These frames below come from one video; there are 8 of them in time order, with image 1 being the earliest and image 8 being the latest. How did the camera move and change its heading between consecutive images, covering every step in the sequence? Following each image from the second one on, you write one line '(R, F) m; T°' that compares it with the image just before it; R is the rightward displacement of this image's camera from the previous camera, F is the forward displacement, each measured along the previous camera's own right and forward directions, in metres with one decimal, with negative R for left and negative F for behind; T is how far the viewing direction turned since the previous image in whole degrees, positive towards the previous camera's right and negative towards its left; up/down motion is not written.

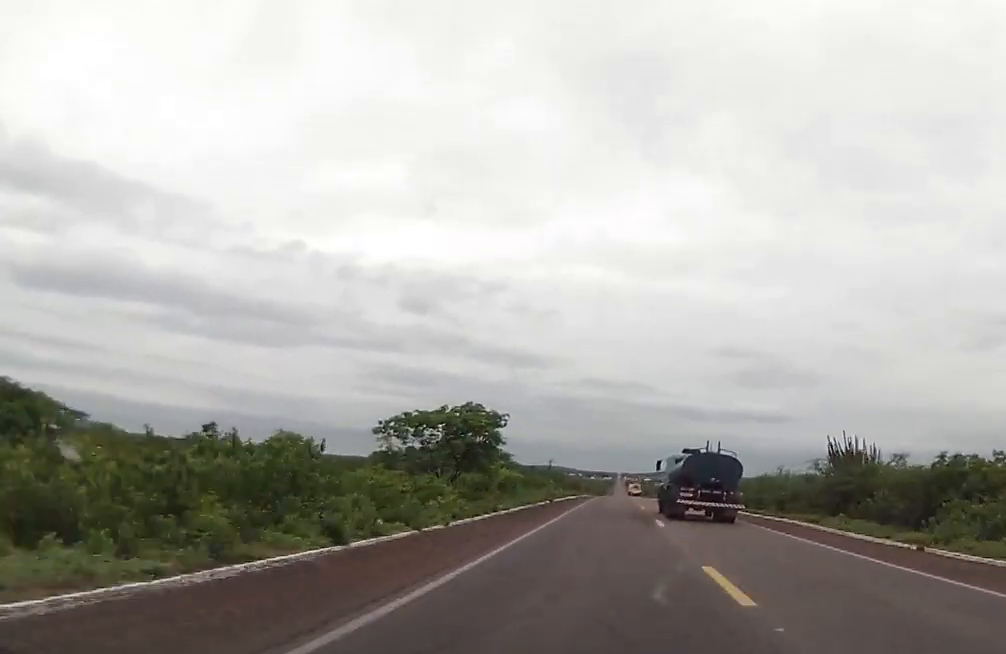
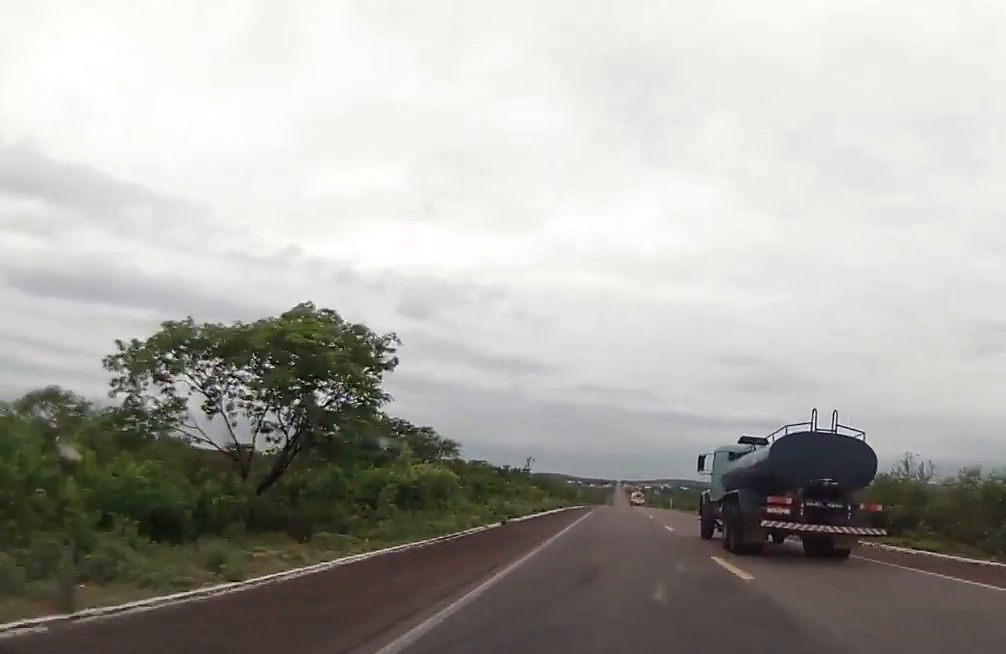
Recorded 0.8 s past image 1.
(+0.1, +28.8) m; 0°
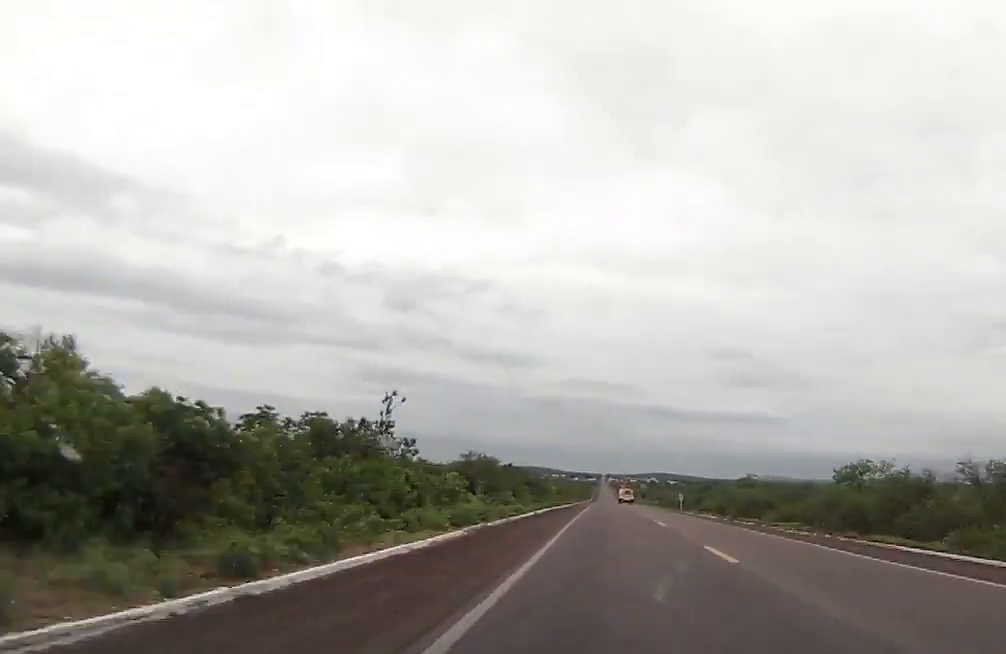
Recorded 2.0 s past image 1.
(+0.1, +44.9) m; 0°
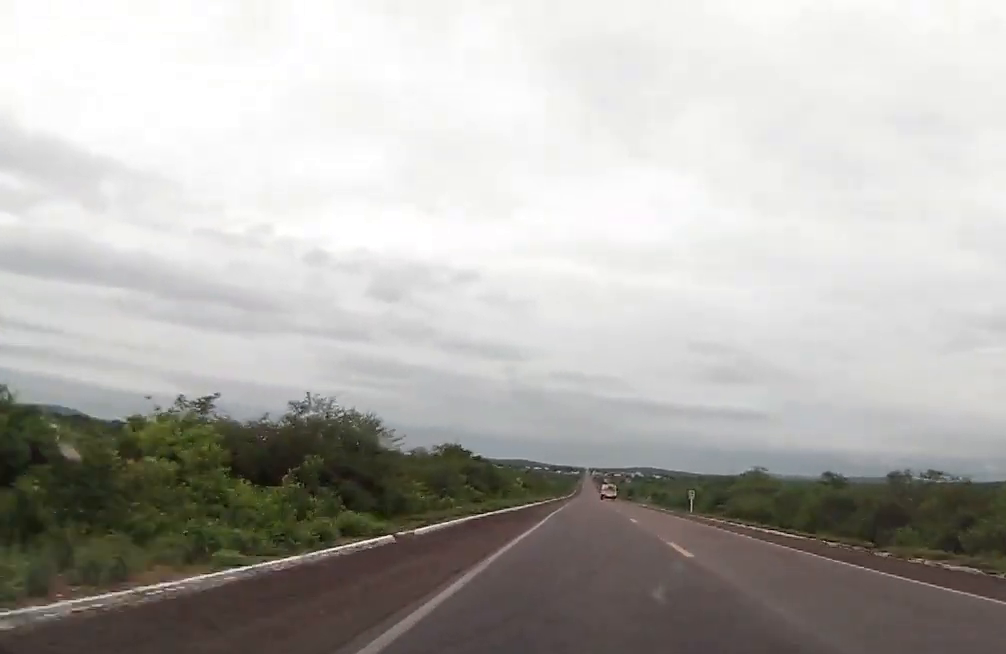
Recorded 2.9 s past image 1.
(-0.2, +30.6) m; 0°
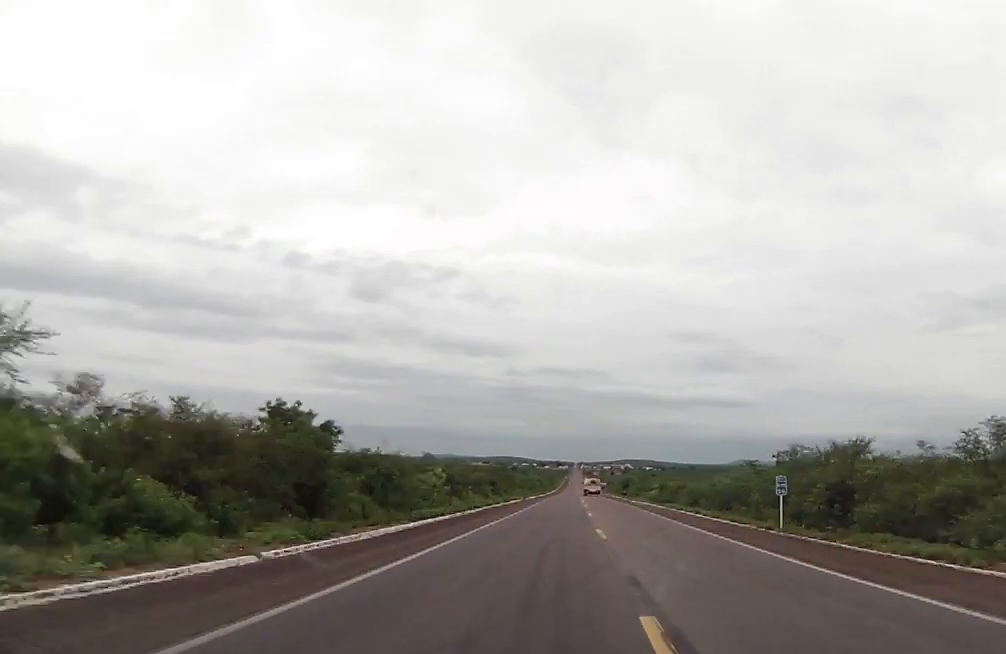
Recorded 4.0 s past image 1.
(+0.7, +43.4) m; +2°
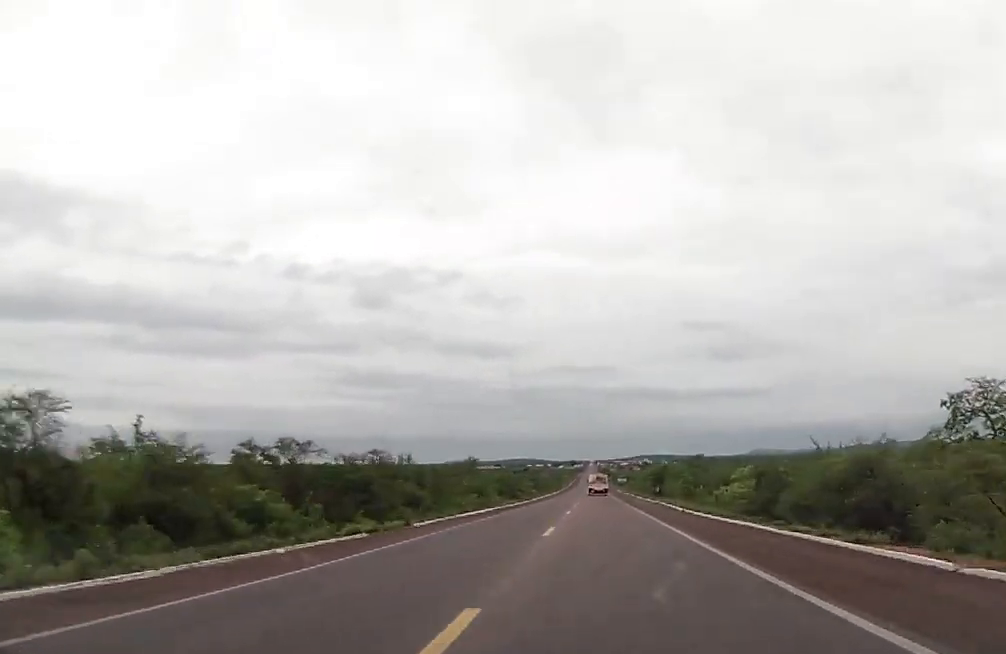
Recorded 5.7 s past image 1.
(+0.7, +63.1) m; 0°
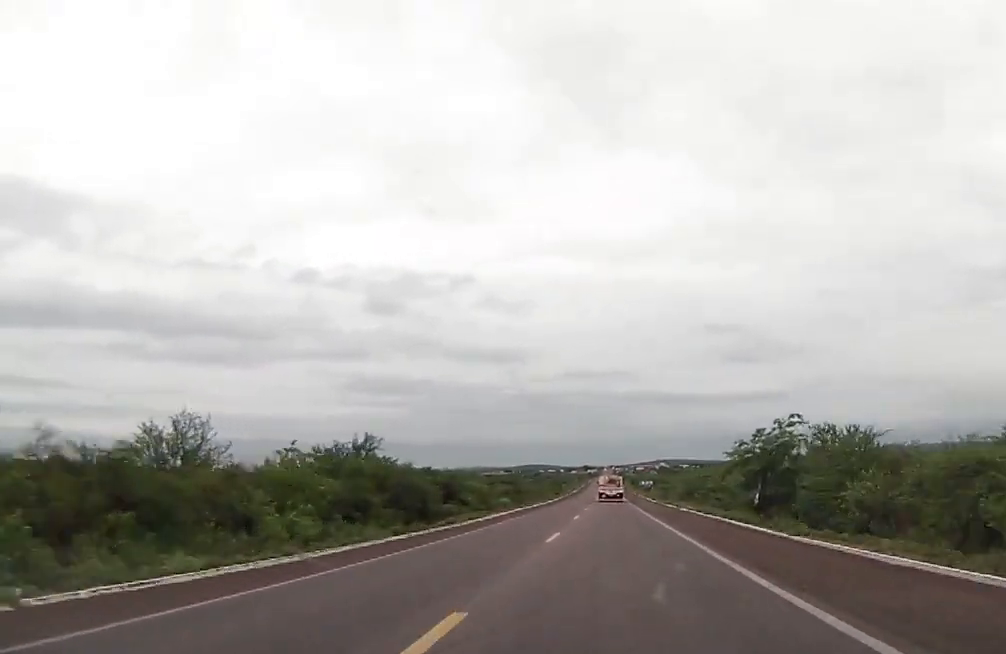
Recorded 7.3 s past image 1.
(-1.0, +63.1) m; -1°
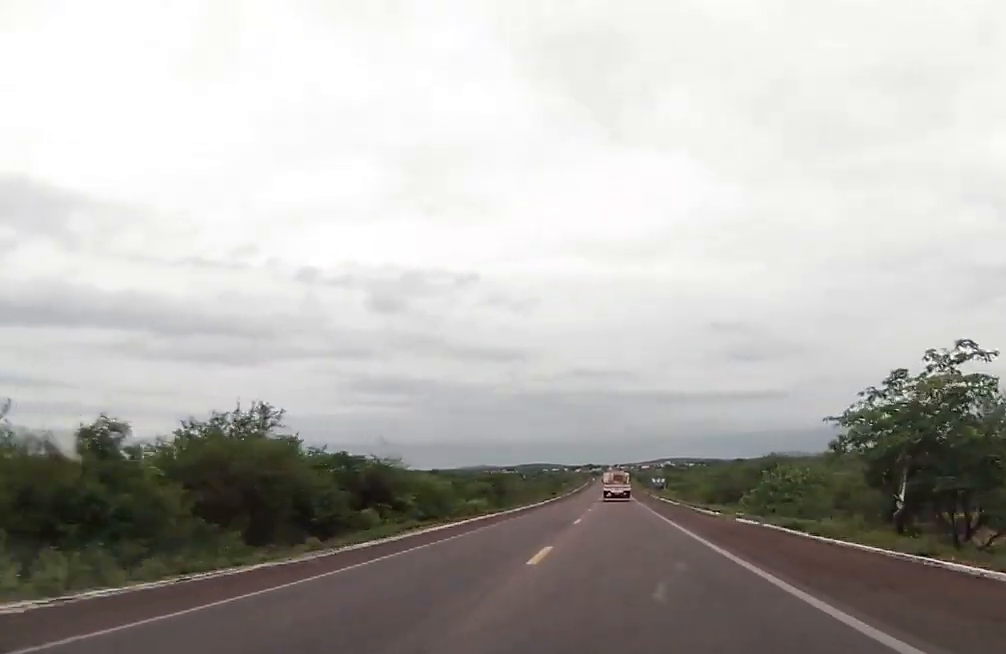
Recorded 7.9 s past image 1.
(0.0, +22.3) m; 0°
